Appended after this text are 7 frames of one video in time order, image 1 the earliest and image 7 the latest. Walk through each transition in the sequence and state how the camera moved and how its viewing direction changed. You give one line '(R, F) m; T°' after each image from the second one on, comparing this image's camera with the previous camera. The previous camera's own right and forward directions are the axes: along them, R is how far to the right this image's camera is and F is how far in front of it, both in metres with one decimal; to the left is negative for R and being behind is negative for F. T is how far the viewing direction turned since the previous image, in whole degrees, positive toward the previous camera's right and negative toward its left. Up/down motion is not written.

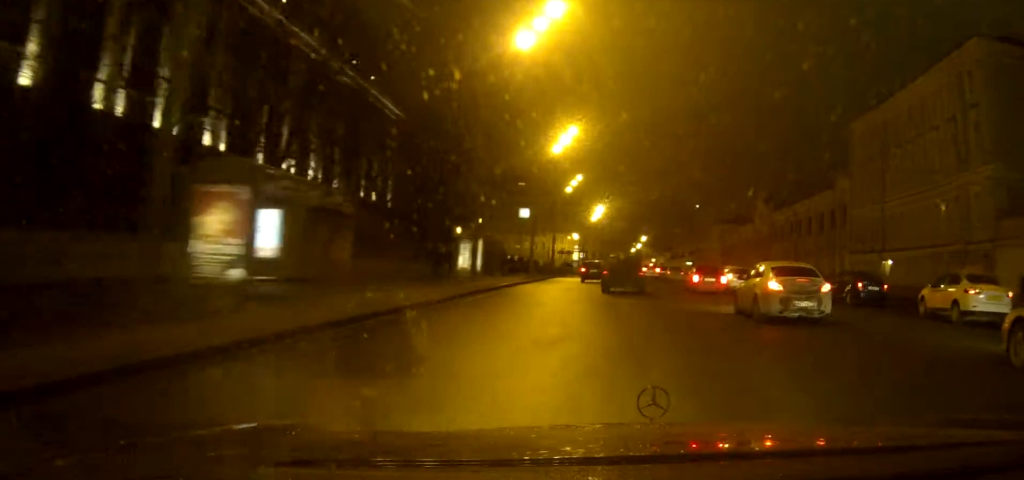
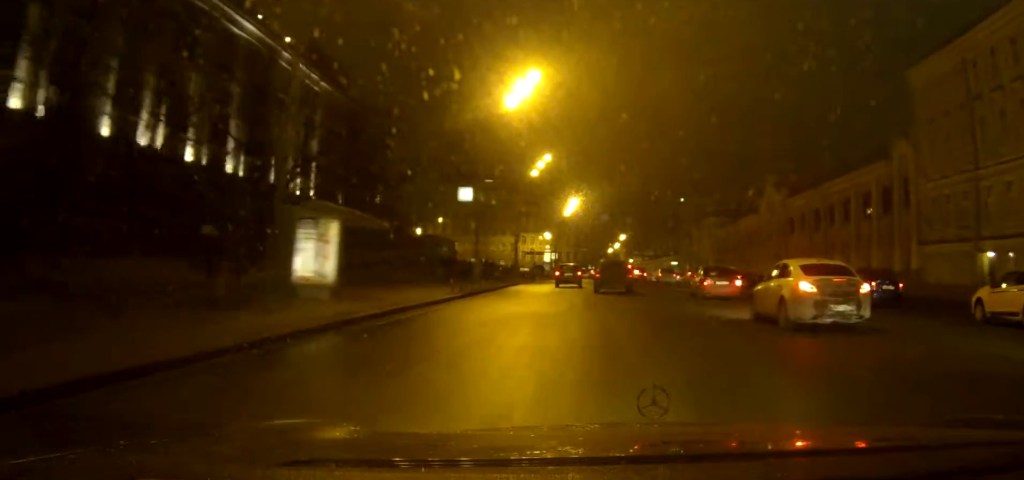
(+0.3, +19.0) m; +2°
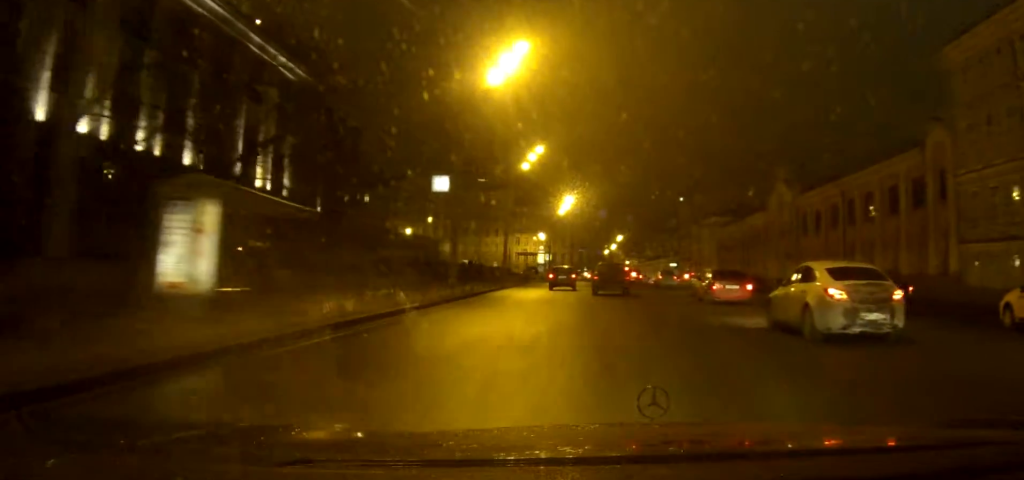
(0.0, +6.3) m; 0°
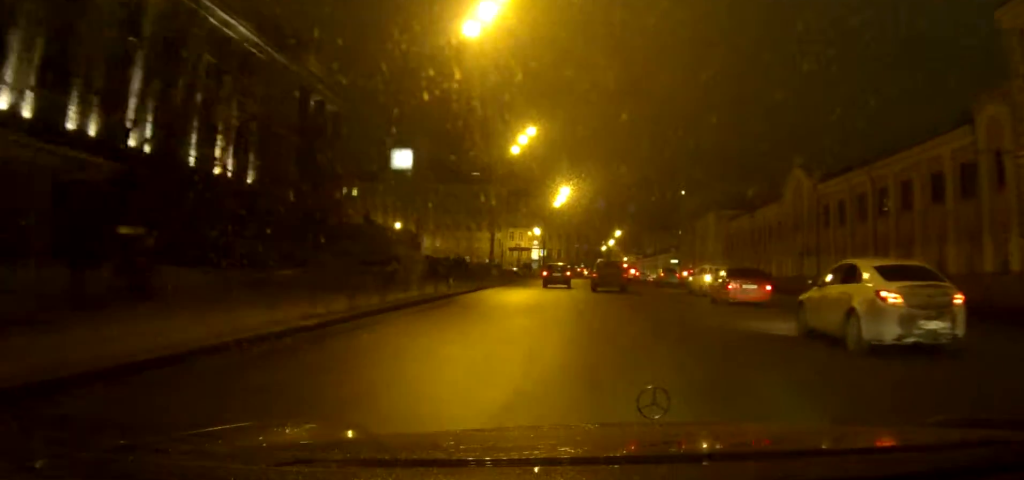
(0.0, +7.6) m; 0°
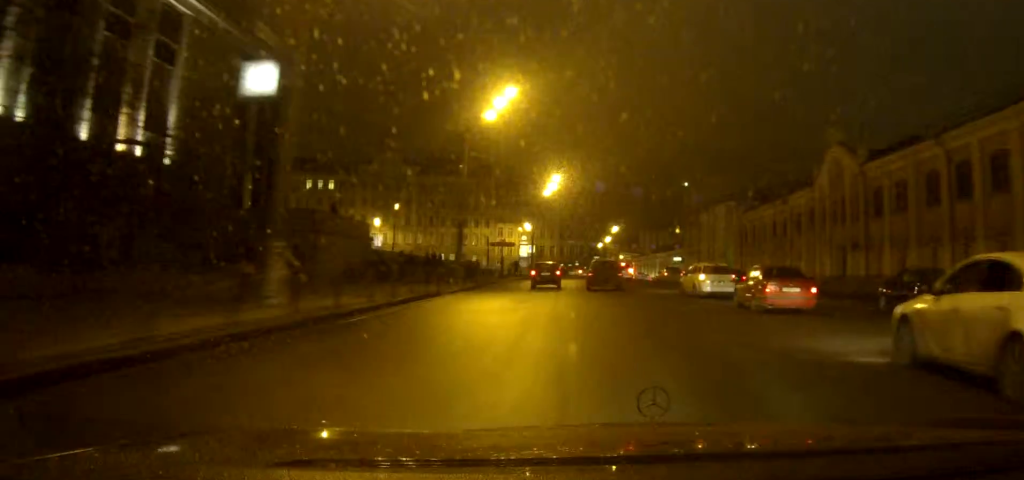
(+0.1, +13.4) m; 0°
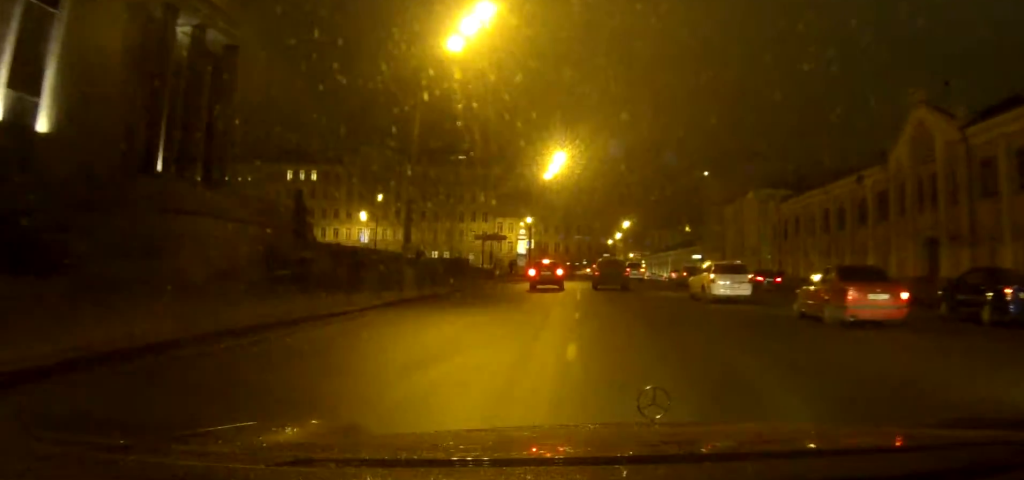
(0.0, +15.6) m; 0°
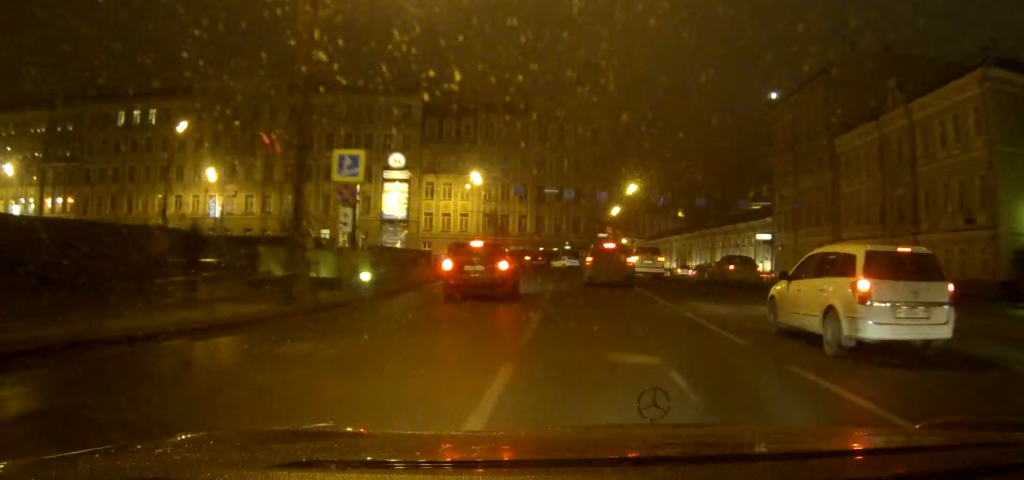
(+0.1, +57.8) m; +1°
